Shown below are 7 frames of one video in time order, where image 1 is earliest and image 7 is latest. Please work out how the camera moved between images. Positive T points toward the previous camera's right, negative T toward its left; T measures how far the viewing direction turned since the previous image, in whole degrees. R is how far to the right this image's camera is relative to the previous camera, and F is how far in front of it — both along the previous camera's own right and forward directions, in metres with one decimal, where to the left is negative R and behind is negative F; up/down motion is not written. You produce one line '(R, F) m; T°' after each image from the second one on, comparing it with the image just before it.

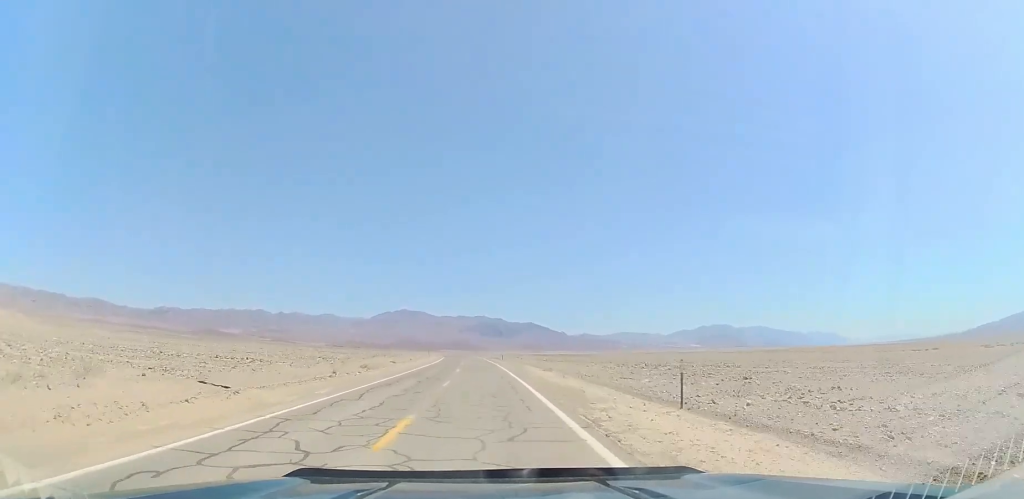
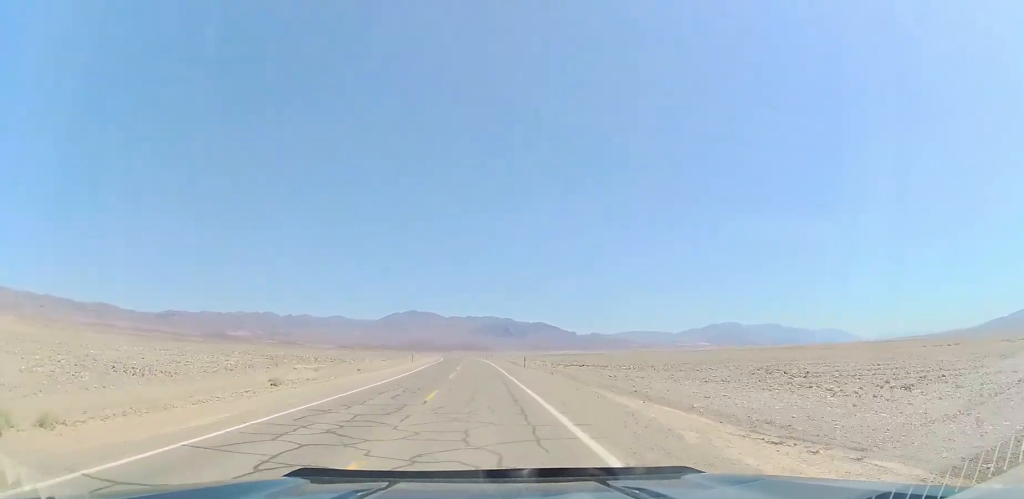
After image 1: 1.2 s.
(-1.0, +35.2) m; -3°
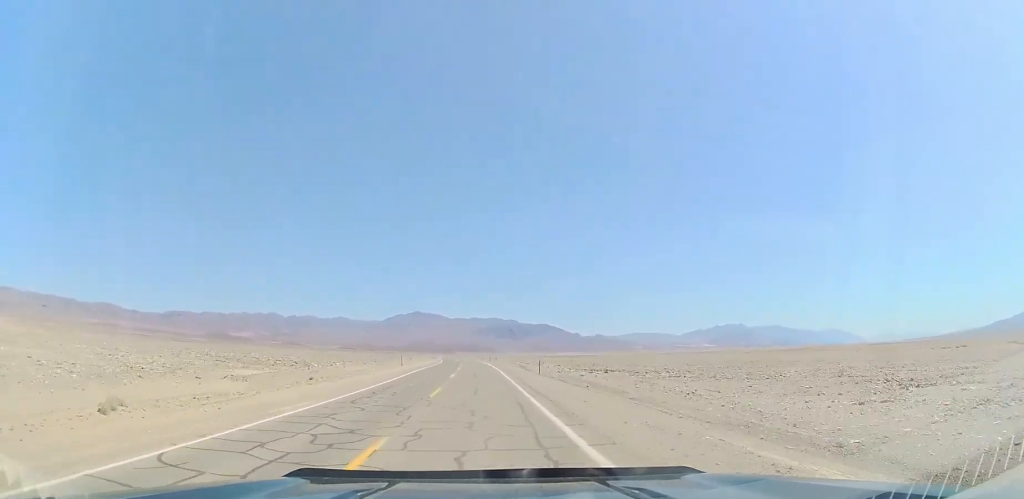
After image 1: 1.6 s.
(-0.2, +12.1) m; -1°
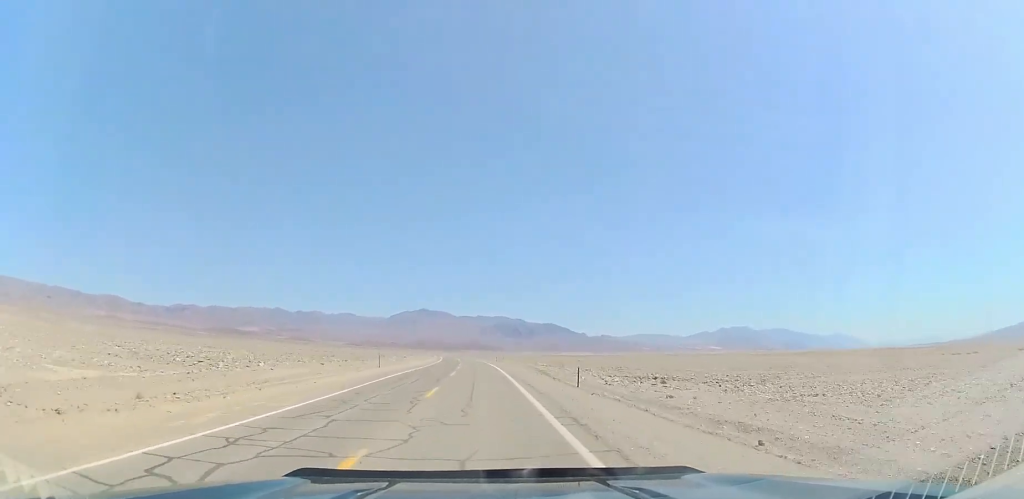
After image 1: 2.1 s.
(-0.1, +16.1) m; 0°
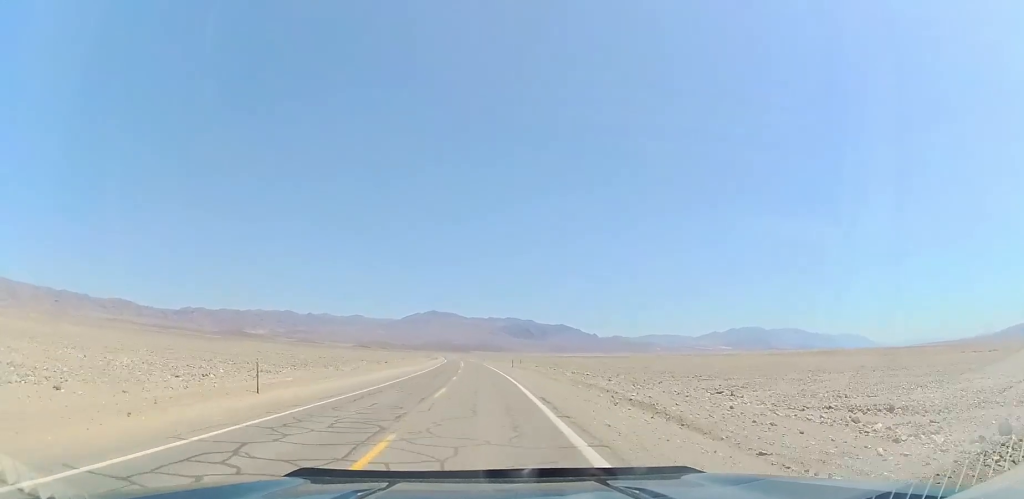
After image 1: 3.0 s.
(0.0, +27.2) m; 0°
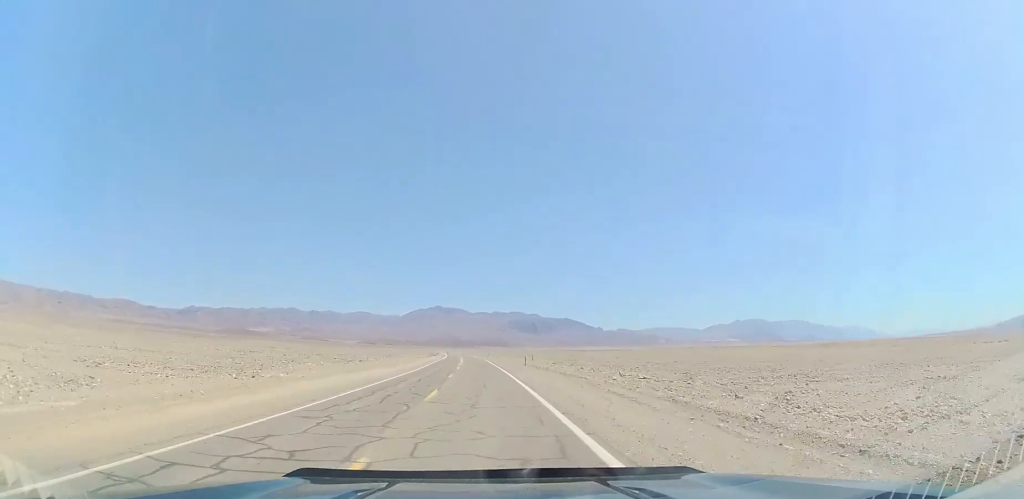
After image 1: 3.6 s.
(+0.1, +17.2) m; -1°
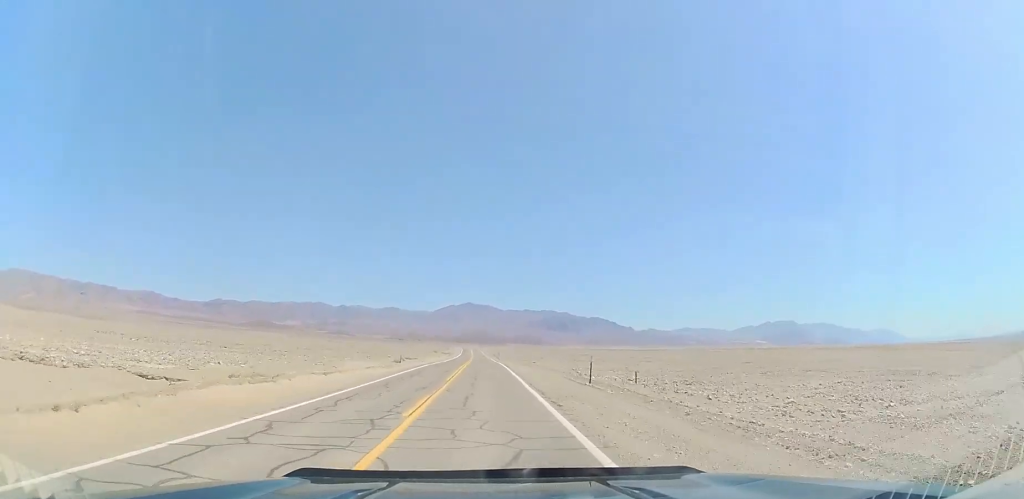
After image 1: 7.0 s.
(-3.6, +105.3) m; -4°
